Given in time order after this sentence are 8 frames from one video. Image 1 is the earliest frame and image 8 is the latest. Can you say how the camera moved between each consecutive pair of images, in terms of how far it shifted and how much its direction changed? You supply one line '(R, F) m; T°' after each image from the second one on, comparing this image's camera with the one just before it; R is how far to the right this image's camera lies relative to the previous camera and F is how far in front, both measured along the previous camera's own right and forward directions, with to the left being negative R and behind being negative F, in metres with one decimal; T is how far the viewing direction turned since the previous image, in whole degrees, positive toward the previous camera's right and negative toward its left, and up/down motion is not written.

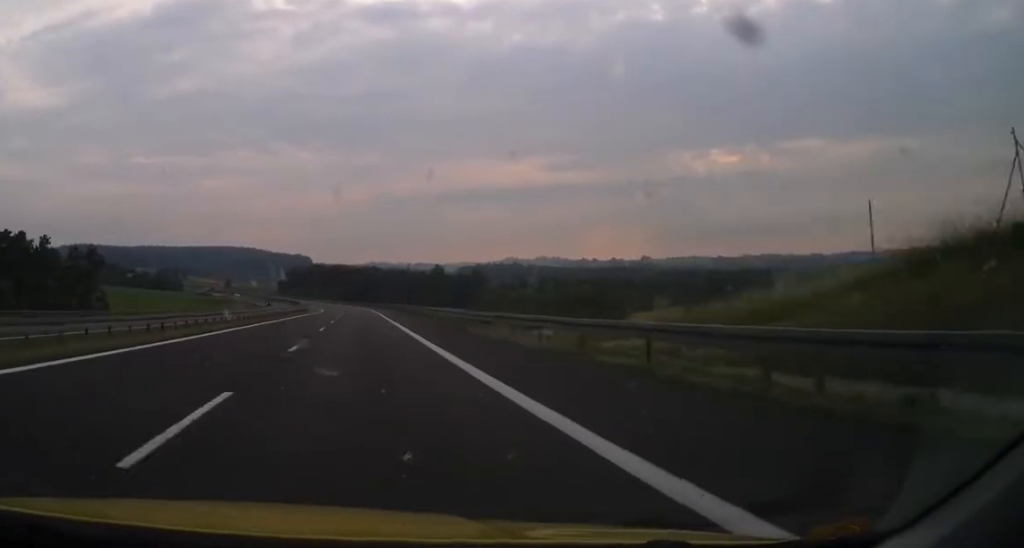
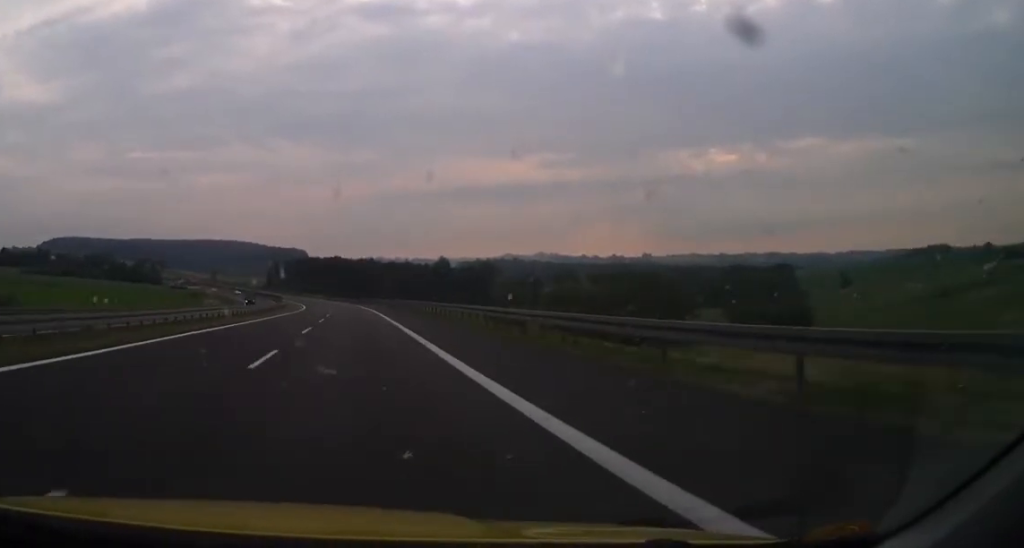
(+0.7, +40.9) m; +2°
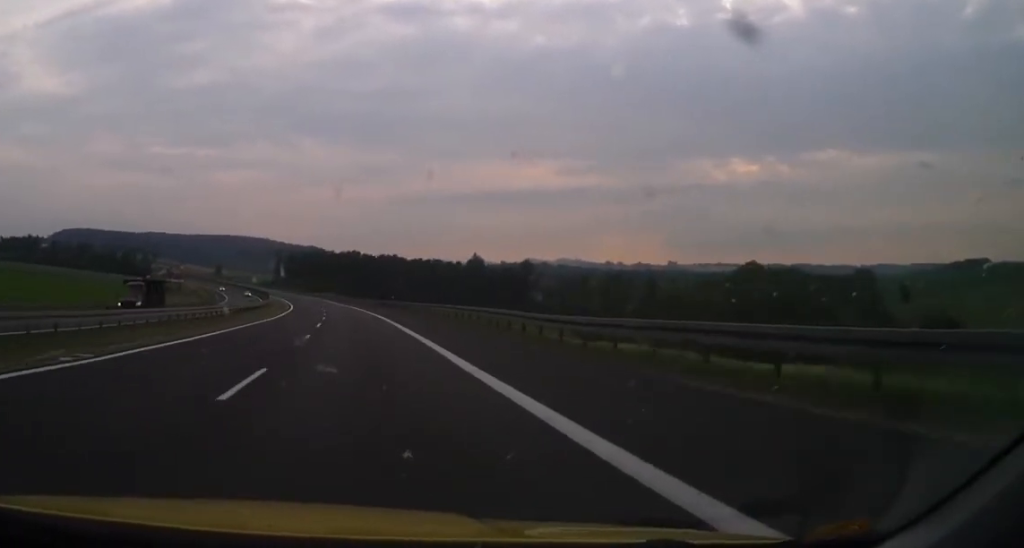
(+0.7, +52.2) m; 0°
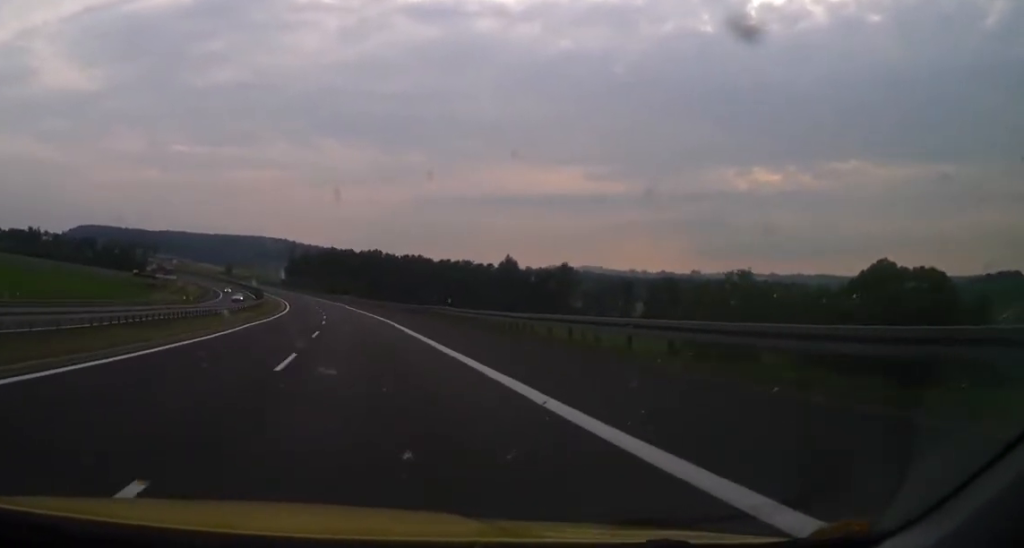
(-0.1, +31.9) m; 0°
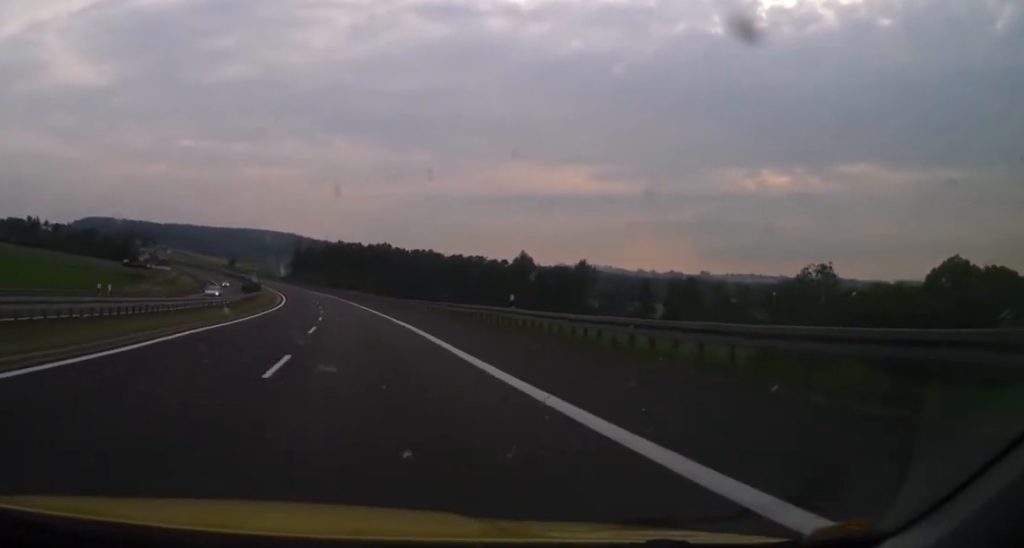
(0.0, +13.8) m; 0°
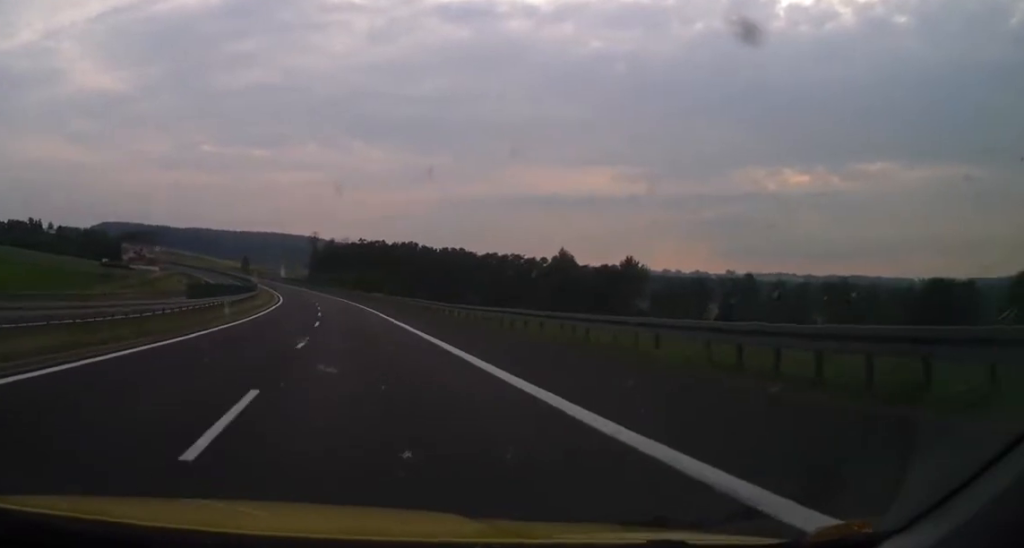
(+0.1, +28.9) m; 0°
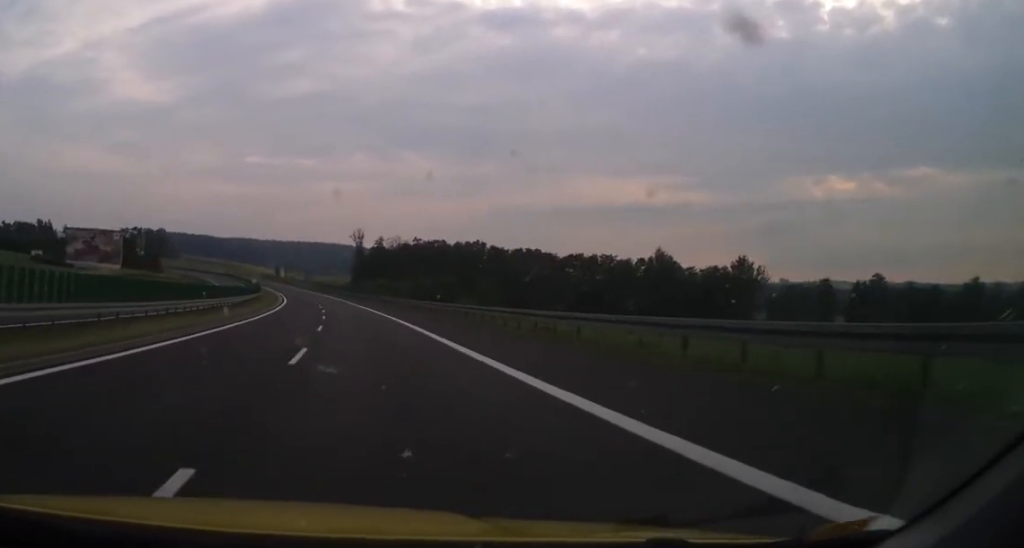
(-2.7, +53.7) m; -6°
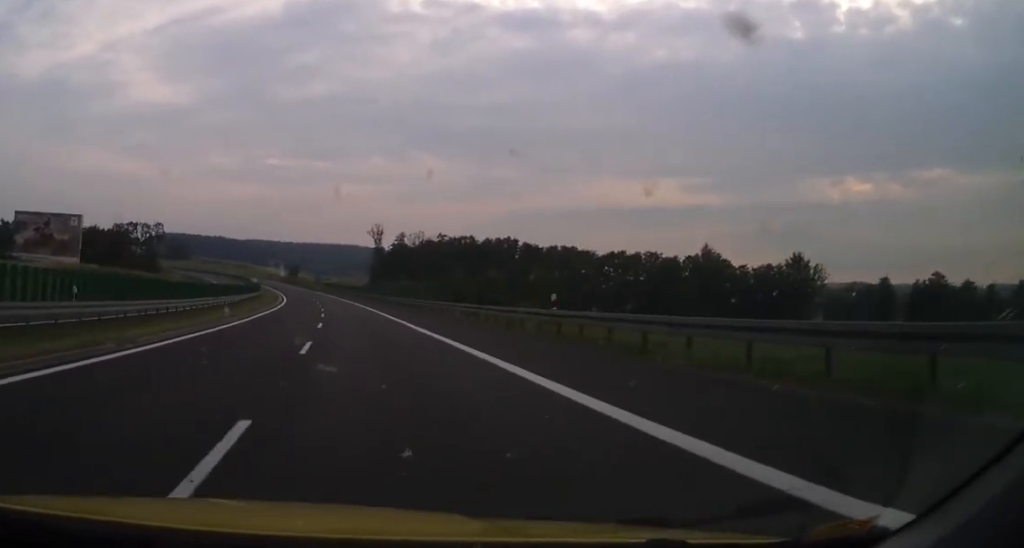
(-0.8, +23.7) m; -1°
